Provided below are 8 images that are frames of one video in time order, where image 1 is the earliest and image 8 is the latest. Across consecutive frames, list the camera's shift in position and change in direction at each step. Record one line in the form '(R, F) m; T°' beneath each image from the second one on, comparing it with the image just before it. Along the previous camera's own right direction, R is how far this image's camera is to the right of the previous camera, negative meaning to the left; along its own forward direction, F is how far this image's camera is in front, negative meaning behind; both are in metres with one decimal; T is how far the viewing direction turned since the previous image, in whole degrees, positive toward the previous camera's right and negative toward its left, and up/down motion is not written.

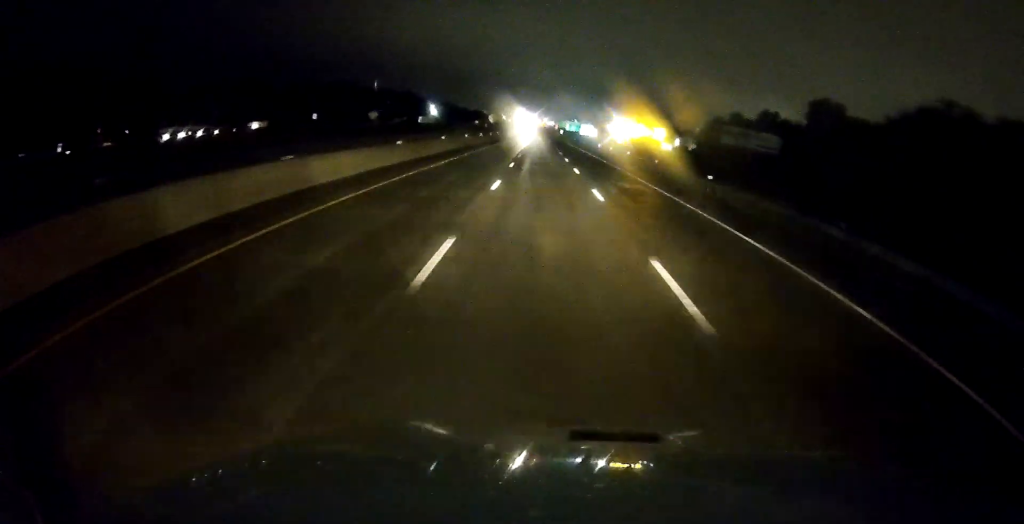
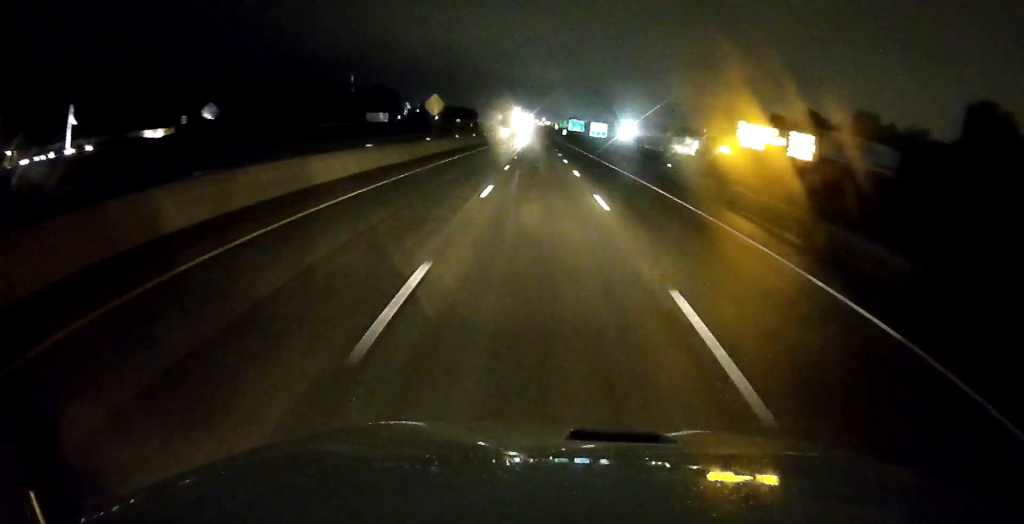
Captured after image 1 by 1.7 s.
(+0.1, +51.2) m; 0°
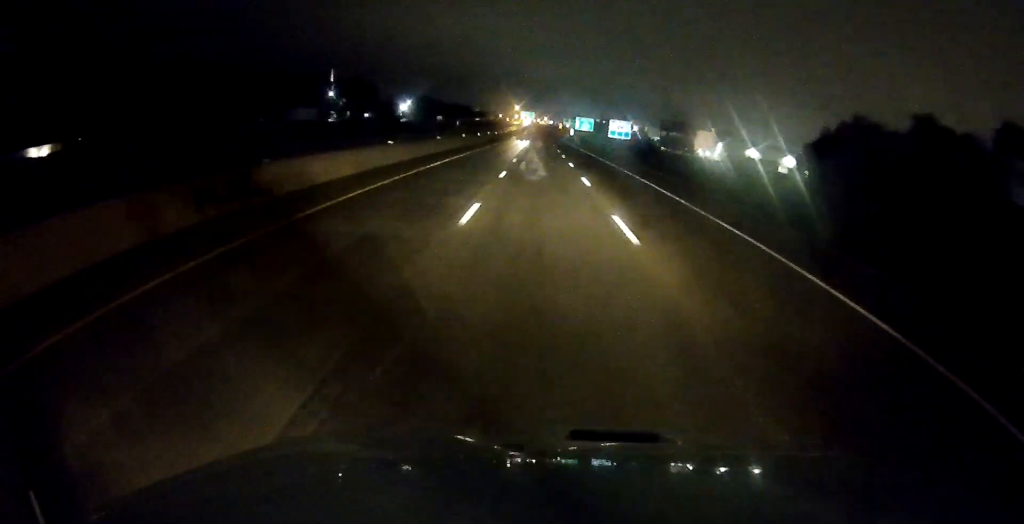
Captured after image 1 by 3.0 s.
(-0.1, +41.9) m; -1°
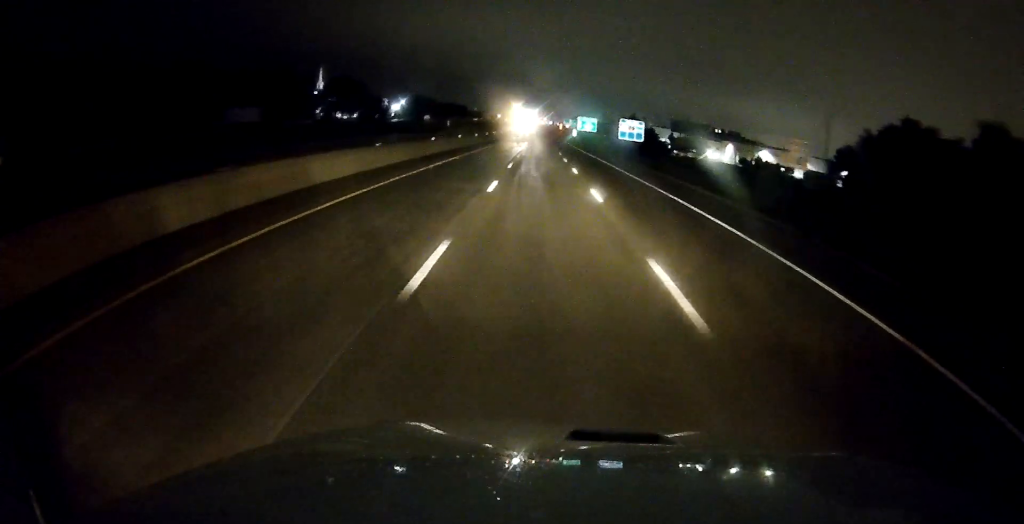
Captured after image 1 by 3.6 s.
(-0.3, +17.4) m; 0°
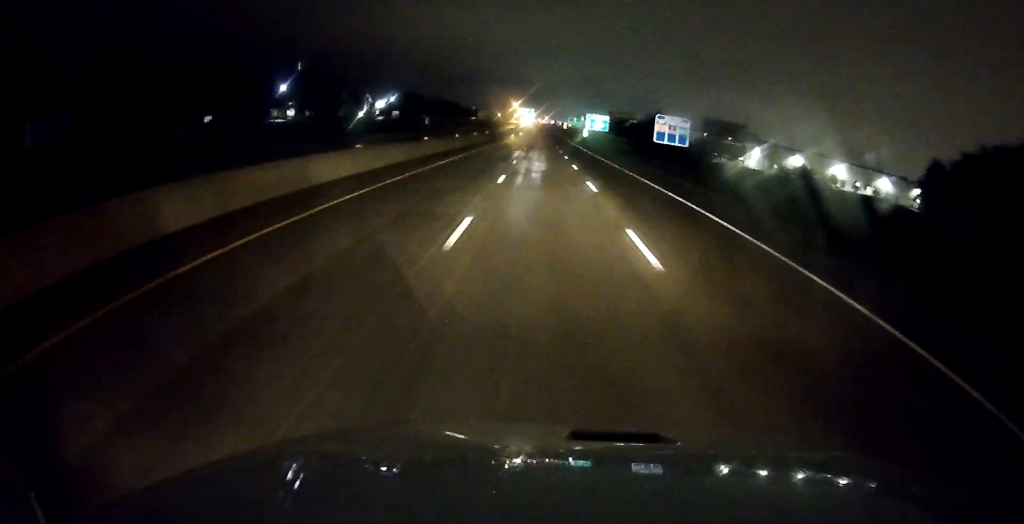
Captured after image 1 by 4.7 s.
(+0.1, +33.7) m; +1°
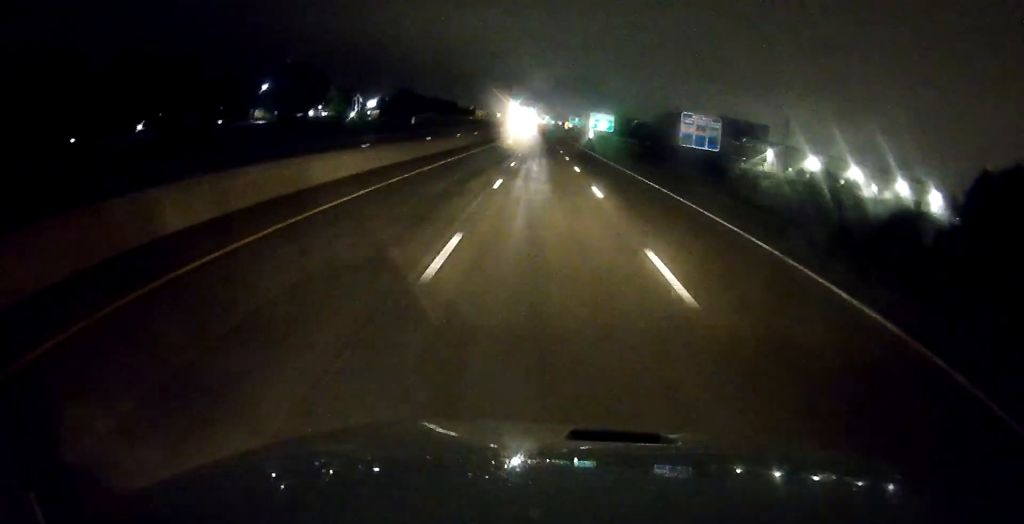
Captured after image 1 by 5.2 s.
(+0.2, +14.3) m; +1°
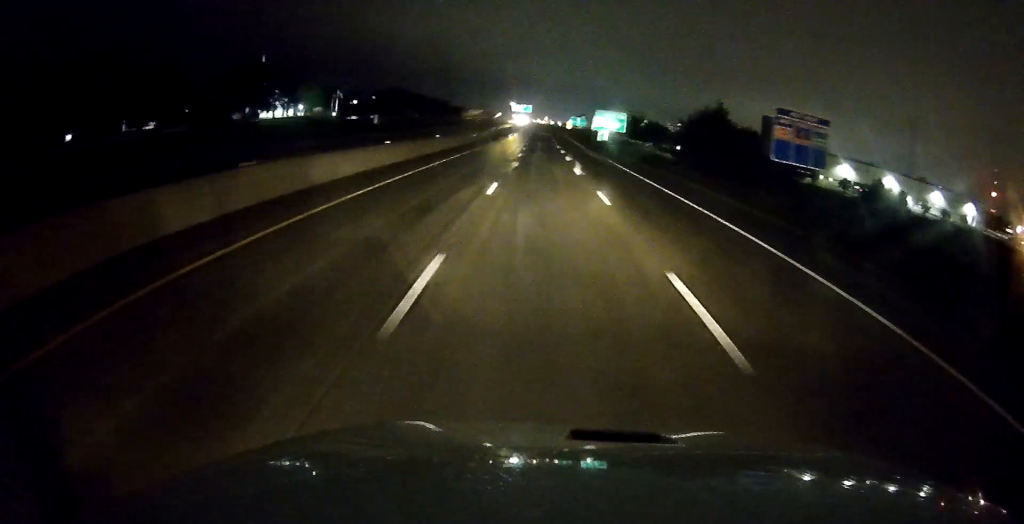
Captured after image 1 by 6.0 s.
(0.0, +26.5) m; 0°
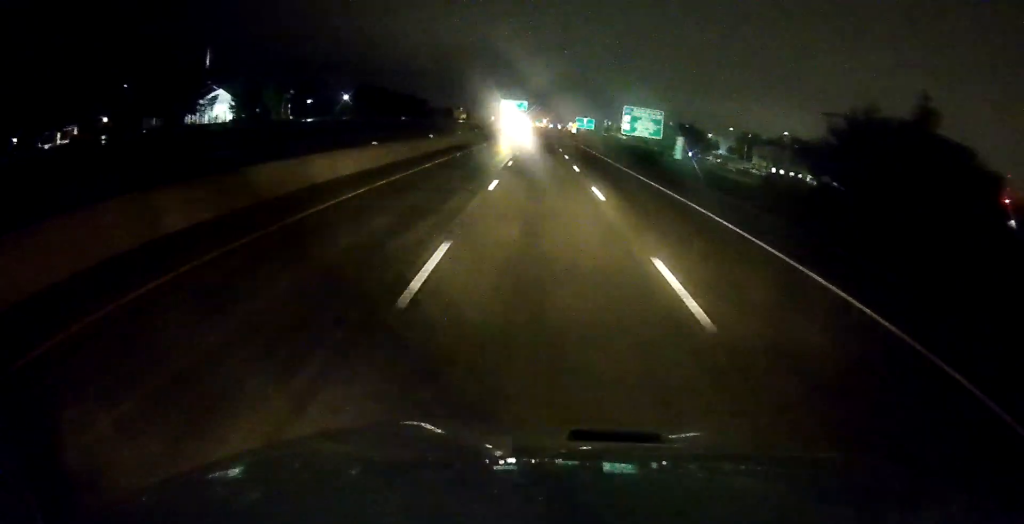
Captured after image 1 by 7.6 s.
(0.0, +47.8) m; 0°
